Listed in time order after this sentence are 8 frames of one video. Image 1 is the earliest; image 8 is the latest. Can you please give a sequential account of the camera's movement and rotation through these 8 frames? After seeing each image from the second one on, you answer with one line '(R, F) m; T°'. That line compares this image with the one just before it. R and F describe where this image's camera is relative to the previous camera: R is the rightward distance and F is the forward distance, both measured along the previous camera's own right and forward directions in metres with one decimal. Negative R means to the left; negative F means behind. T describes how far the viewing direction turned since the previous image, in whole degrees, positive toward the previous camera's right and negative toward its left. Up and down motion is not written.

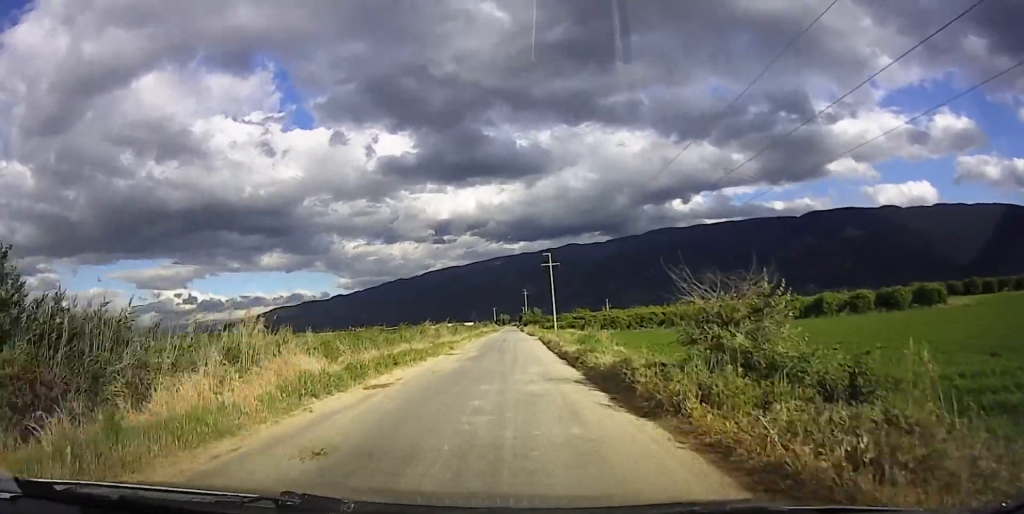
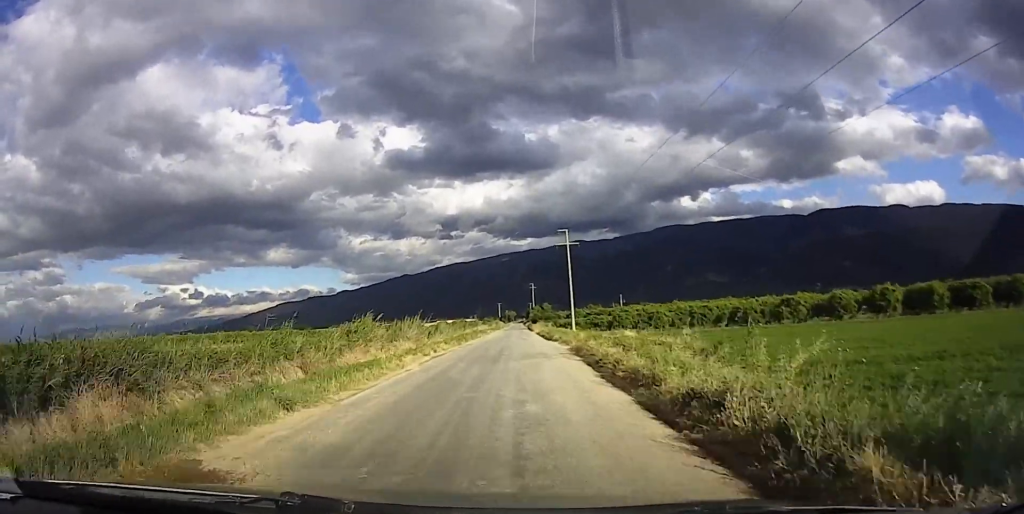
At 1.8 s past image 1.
(+0.6, +27.7) m; -2°
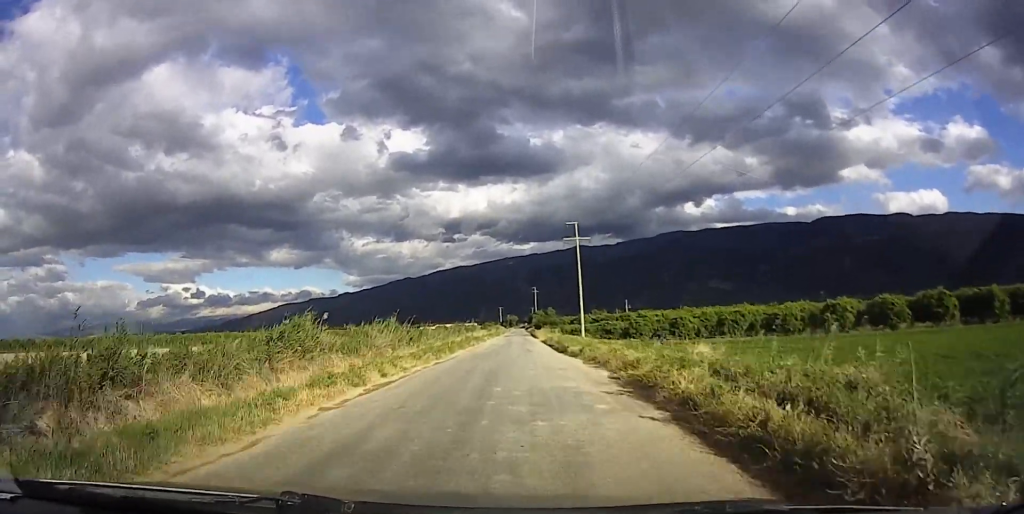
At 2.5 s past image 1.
(-0.9, +10.6) m; -2°
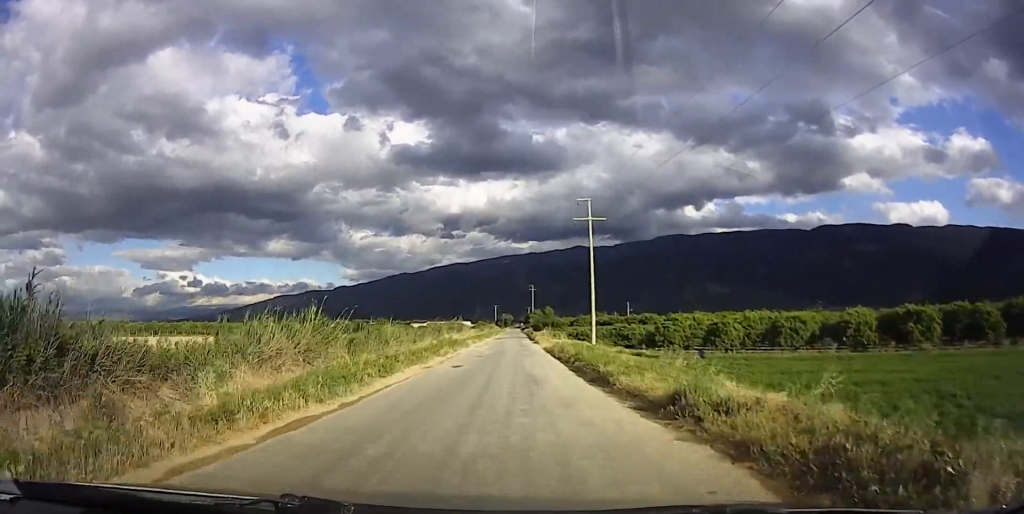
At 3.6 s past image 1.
(+0.2, +15.0) m; +2°
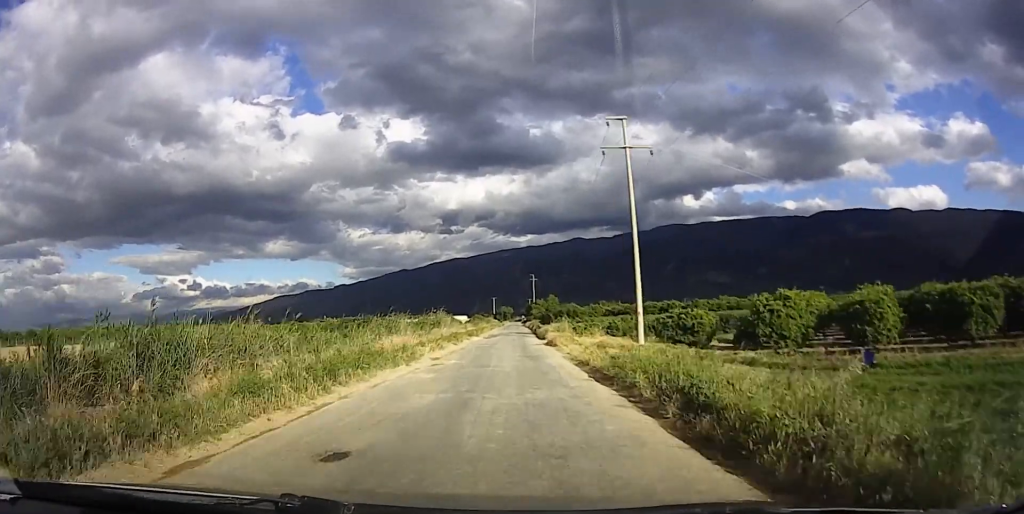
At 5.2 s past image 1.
(+0.4, +22.7) m; +1°
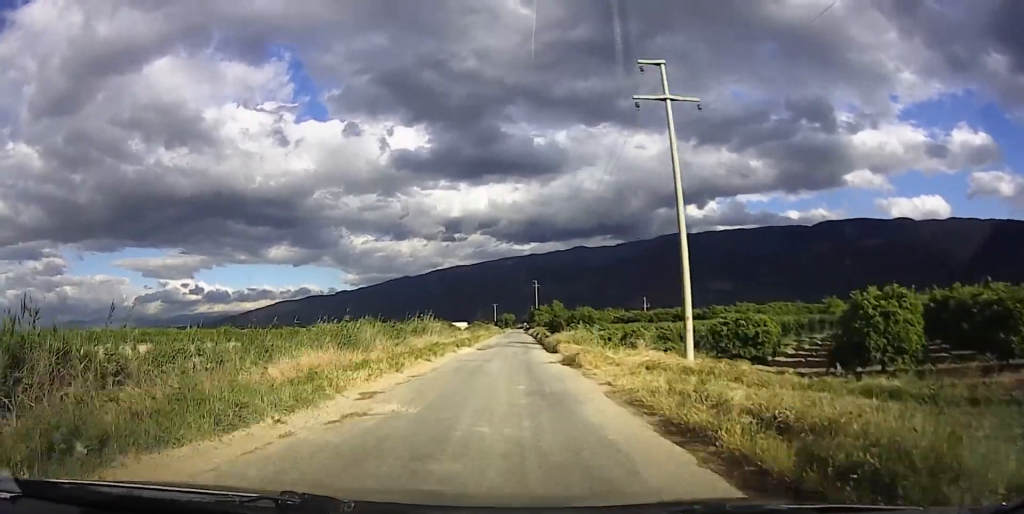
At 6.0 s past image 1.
(0.0, +10.1) m; -3°
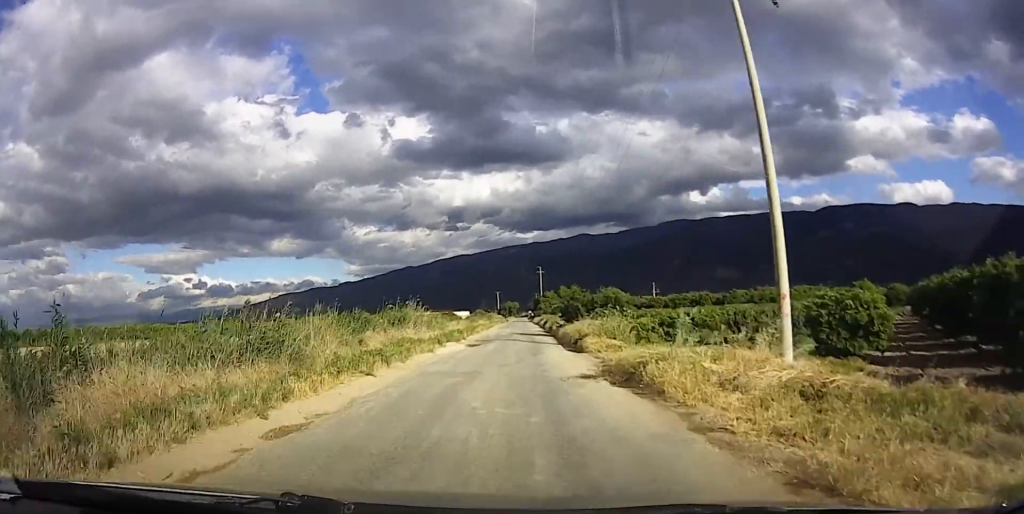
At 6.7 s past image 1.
(+0.3, +9.5) m; -7°
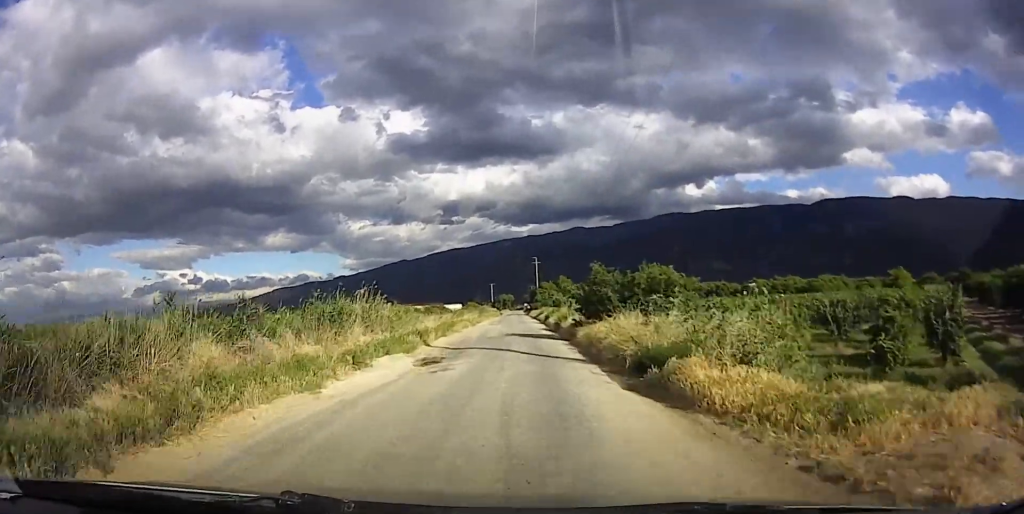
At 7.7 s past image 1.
(-2.2, +10.3) m; +7°
